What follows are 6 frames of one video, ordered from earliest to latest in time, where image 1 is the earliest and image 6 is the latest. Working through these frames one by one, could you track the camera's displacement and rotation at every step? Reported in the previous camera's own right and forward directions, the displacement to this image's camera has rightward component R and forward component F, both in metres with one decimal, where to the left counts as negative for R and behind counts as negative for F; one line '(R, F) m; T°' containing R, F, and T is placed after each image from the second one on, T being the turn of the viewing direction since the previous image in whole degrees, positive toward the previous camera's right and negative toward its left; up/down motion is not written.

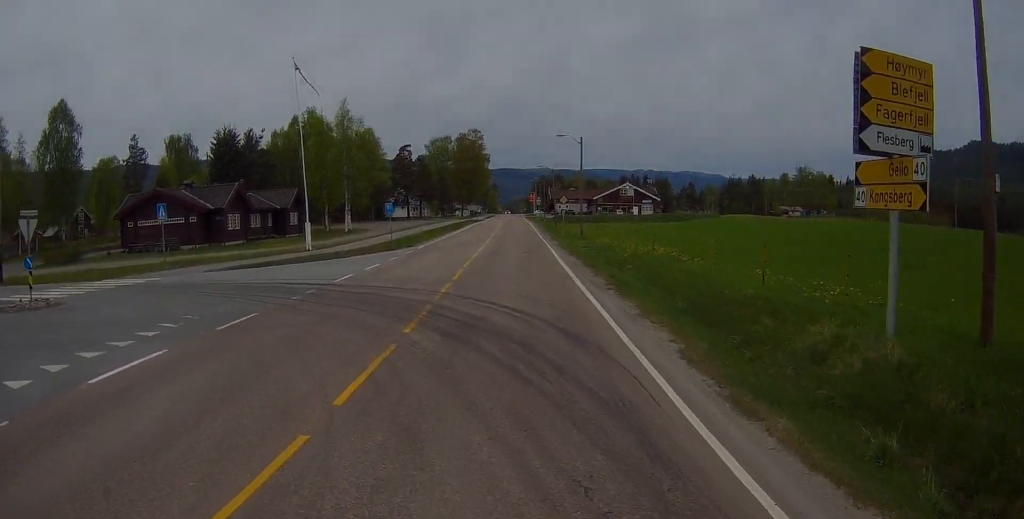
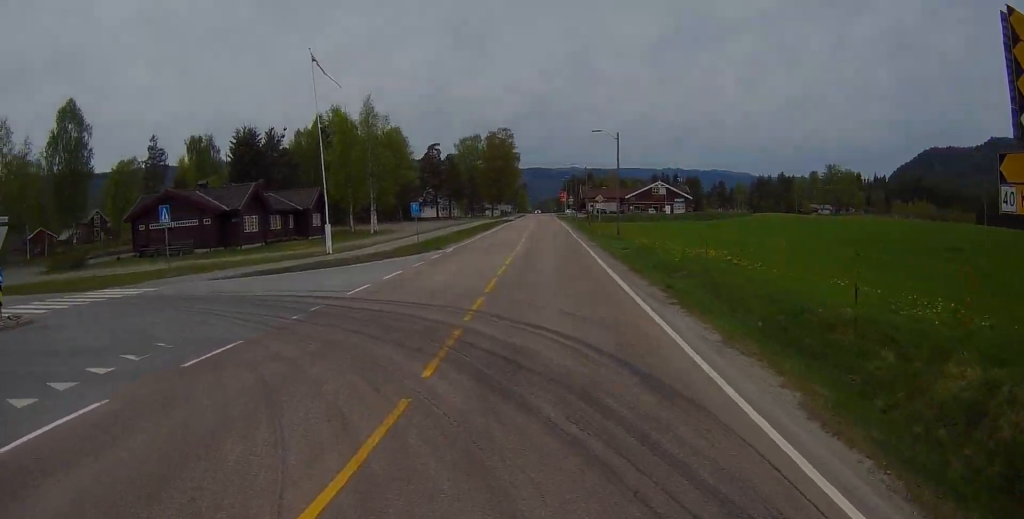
(+0.1, +2.7) m; -2°
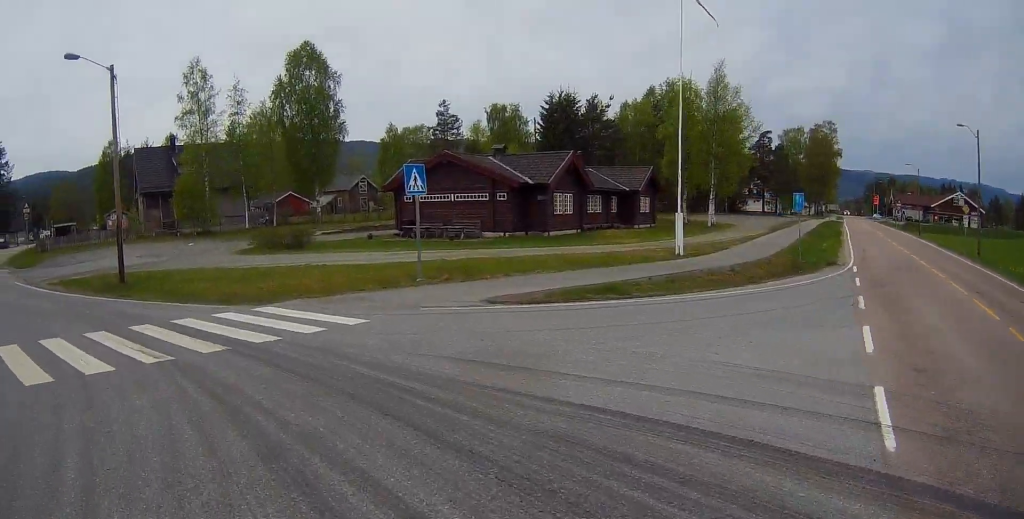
(-2.7, +10.9) m; -33°
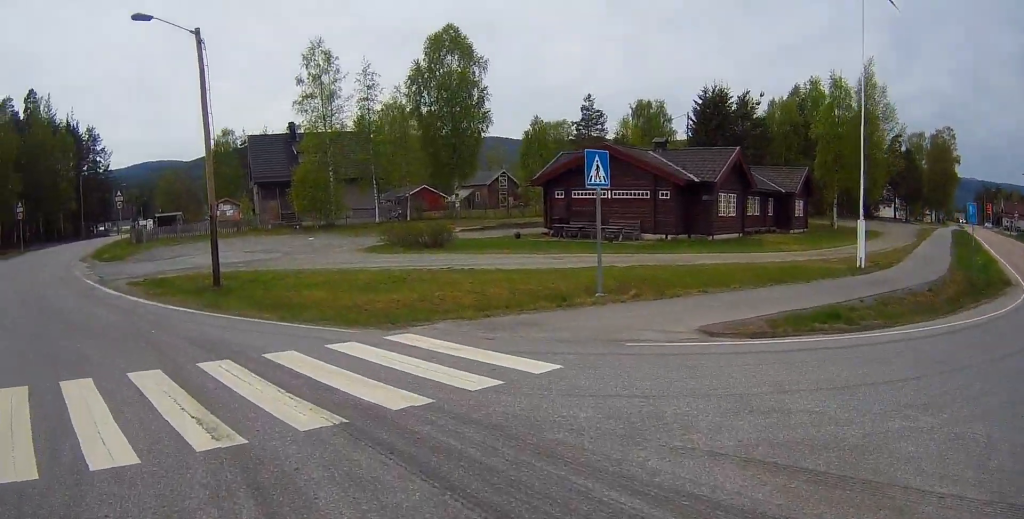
(-0.3, +3.8) m; -12°
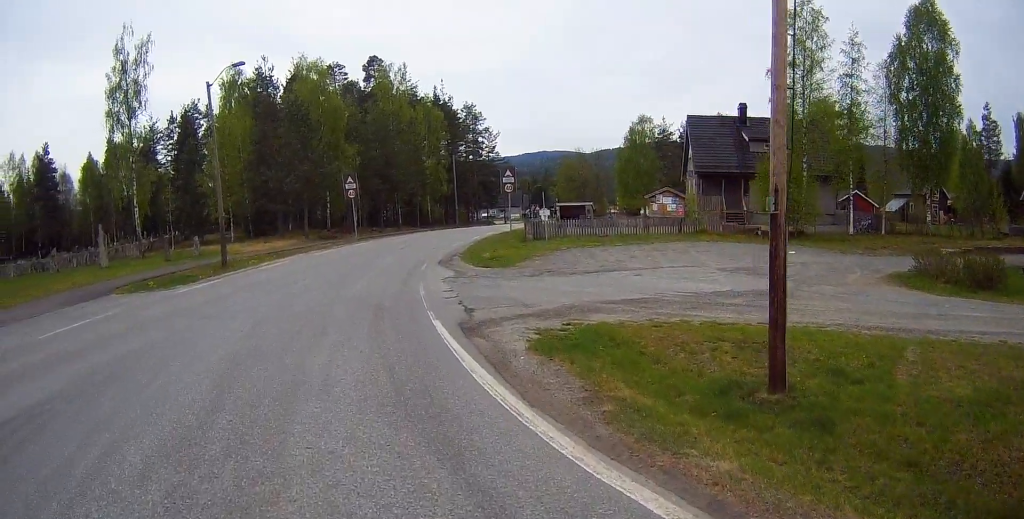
(-2.9, +10.5) m; -27°
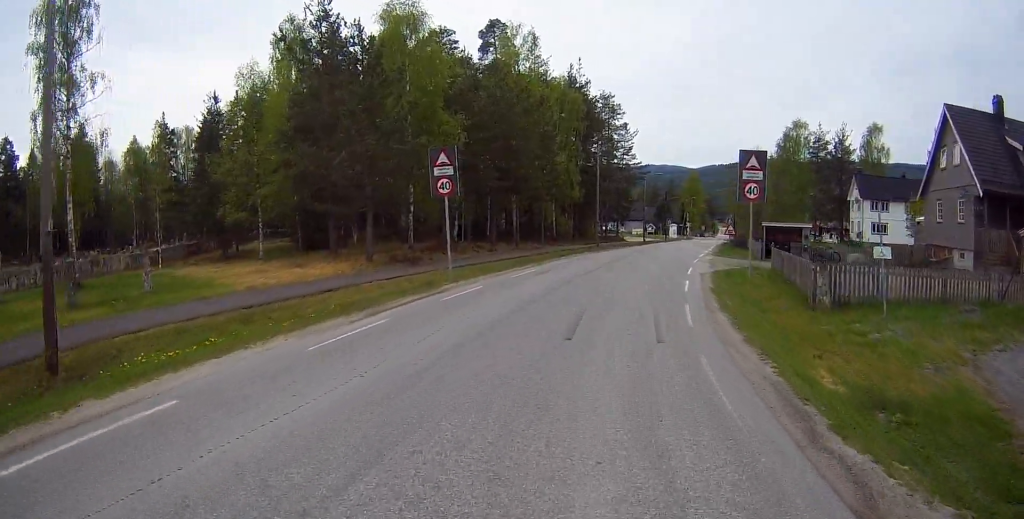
(-2.2, +19.6) m; -2°
